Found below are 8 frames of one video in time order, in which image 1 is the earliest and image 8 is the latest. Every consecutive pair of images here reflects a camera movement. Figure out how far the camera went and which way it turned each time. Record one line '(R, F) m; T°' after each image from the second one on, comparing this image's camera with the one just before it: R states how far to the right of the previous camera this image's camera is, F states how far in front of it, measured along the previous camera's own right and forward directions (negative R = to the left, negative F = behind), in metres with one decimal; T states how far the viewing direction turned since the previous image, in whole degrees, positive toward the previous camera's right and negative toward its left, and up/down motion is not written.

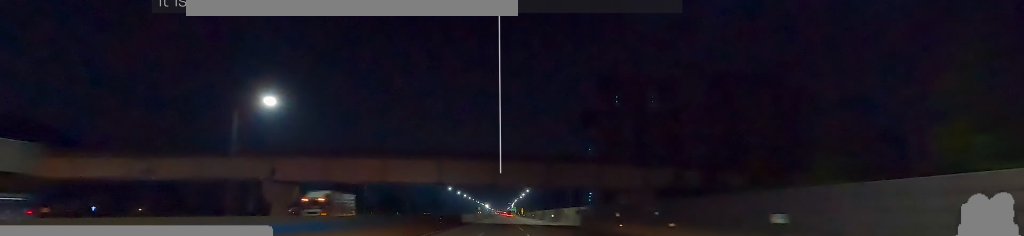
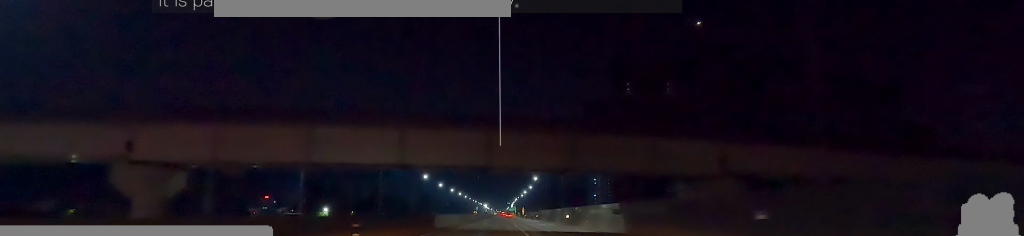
(+0.2, +32.1) m; 0°
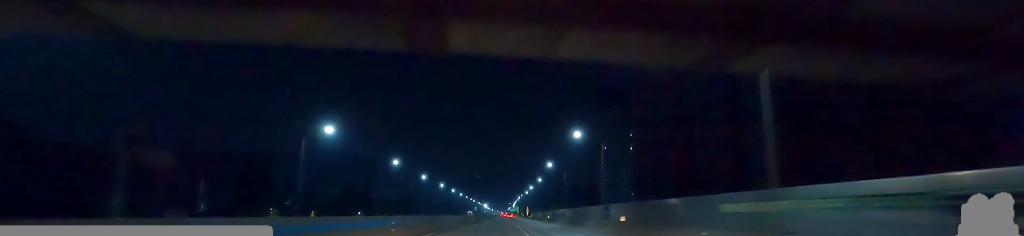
(-0.3, +45.9) m; 0°
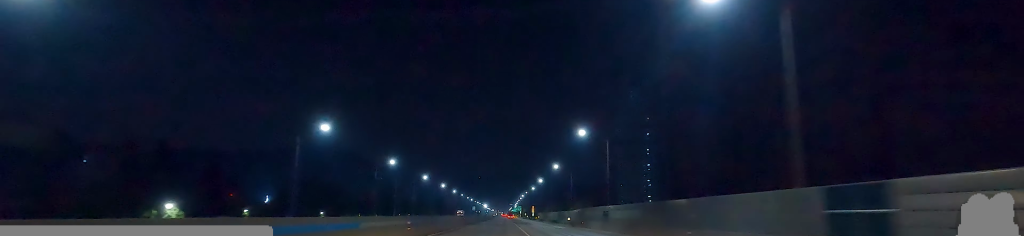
(+1.2, +46.0) m; +2°
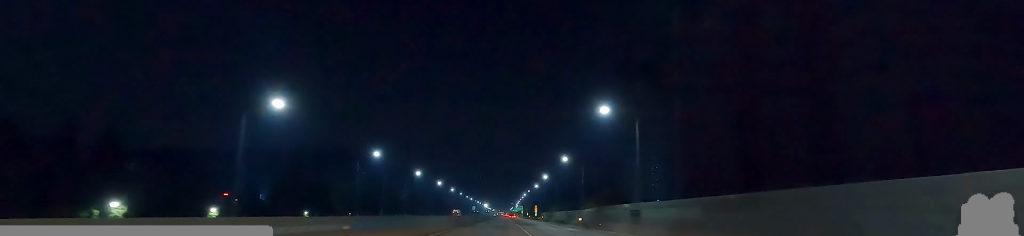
(+0.5, +14.8) m; -1°
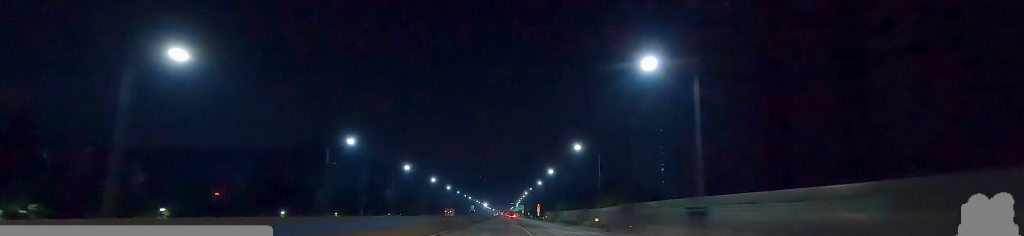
(-0.3, +16.8) m; -1°
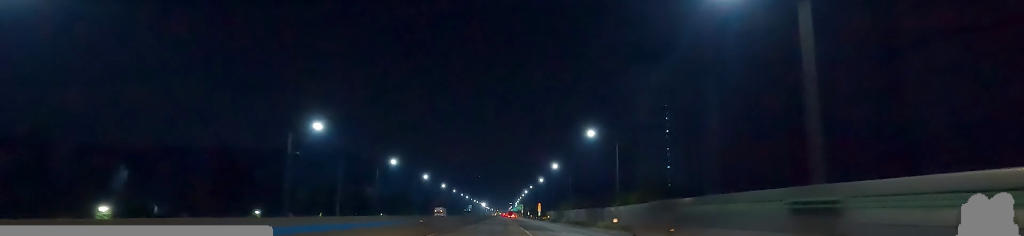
(-0.4, +13.8) m; -1°
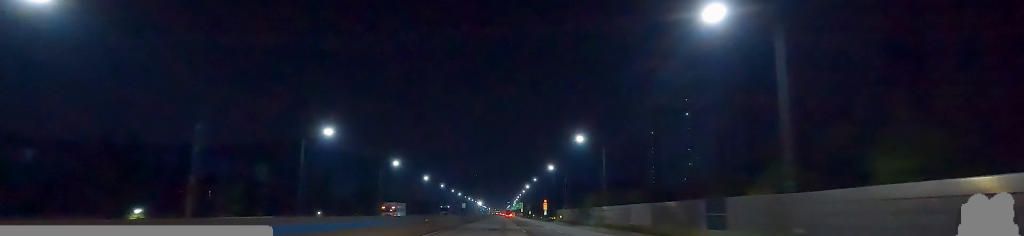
(-0.3, +40.6) m; 0°
